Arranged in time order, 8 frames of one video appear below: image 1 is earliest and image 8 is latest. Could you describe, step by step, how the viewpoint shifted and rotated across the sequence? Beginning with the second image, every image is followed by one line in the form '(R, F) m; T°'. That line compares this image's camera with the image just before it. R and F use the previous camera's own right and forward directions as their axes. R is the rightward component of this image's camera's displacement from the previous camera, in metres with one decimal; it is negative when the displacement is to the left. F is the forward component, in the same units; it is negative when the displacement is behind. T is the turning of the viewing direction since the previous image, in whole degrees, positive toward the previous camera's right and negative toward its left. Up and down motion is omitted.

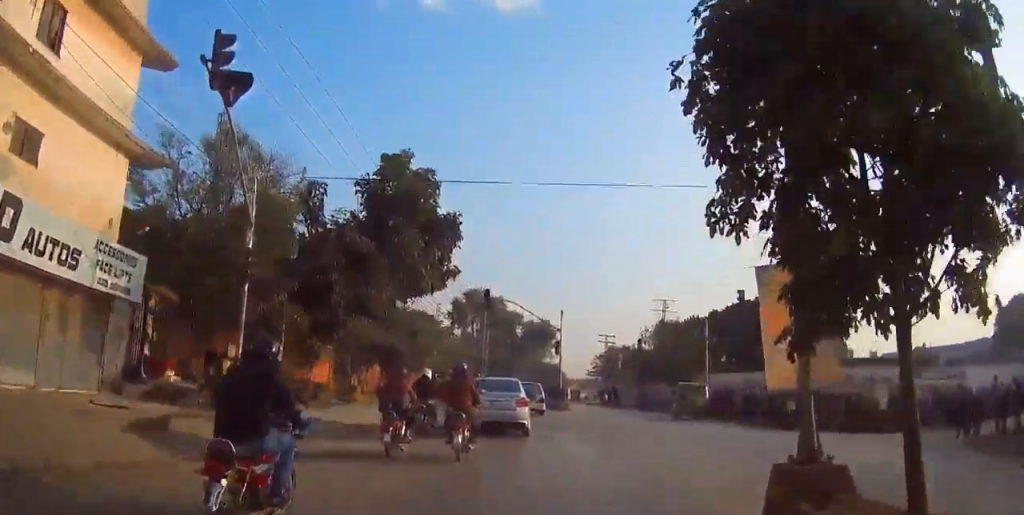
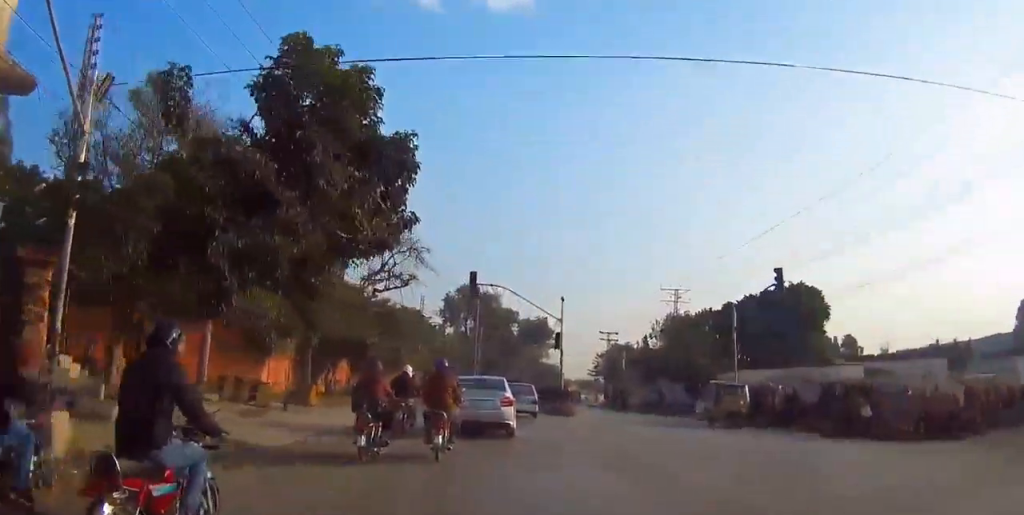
(+0.1, +5.9) m; +1°
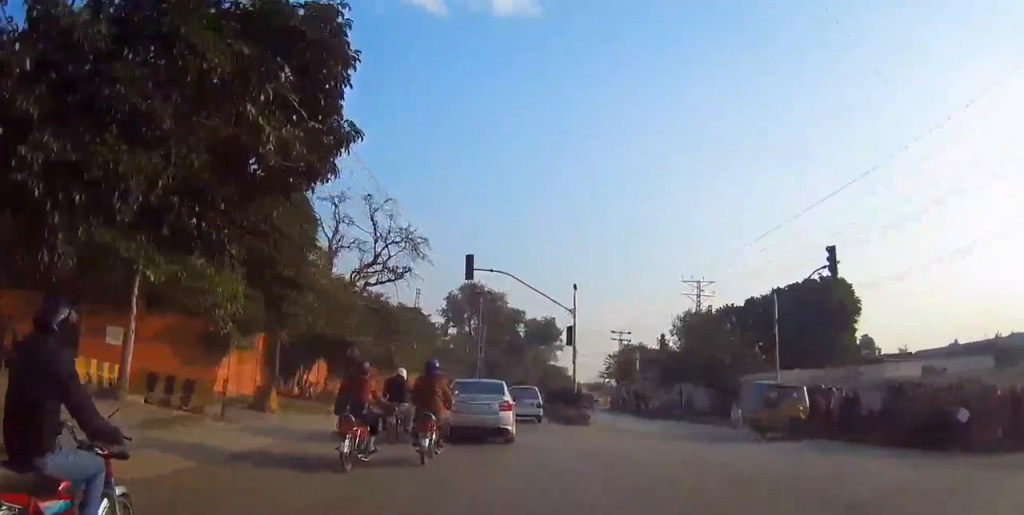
(-0.1, +4.7) m; 0°
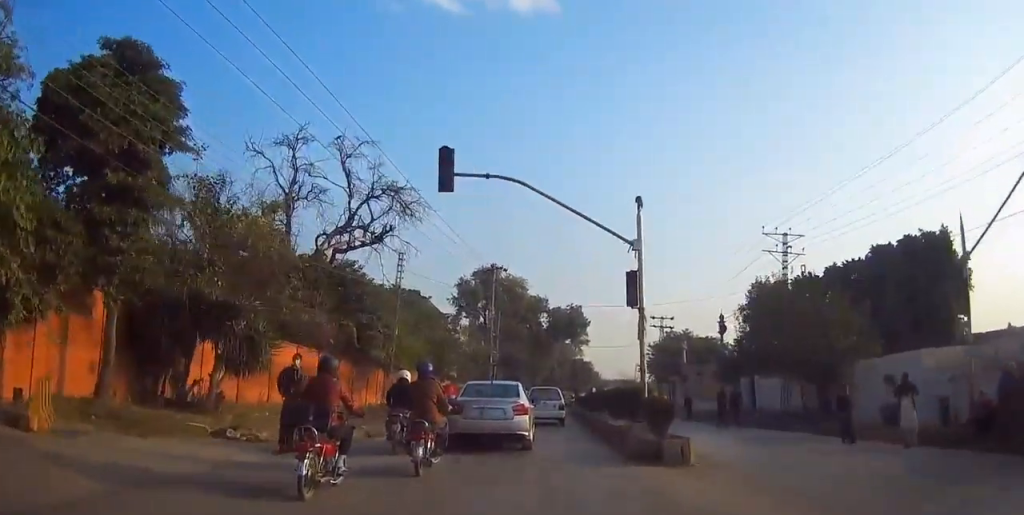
(+0.2, +12.3) m; -3°
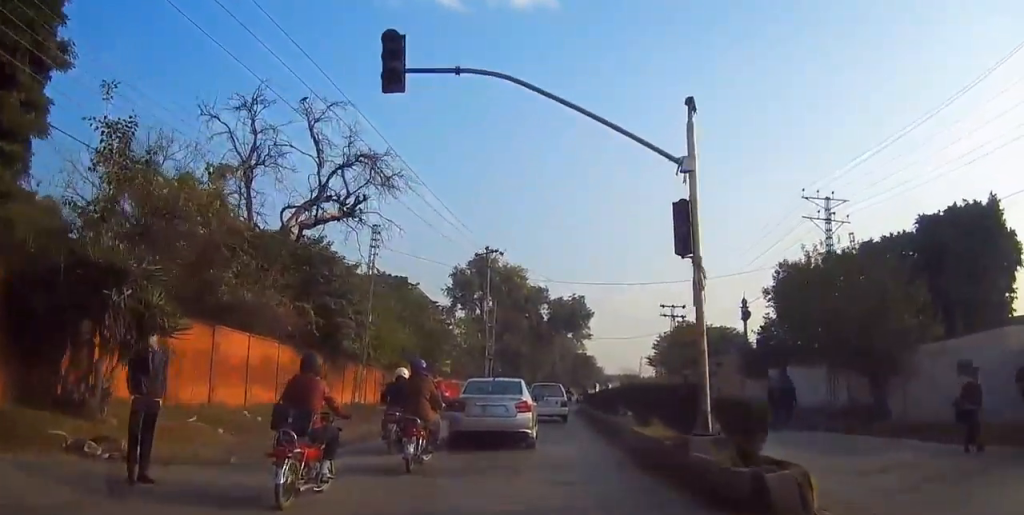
(-0.4, +5.1) m; -1°
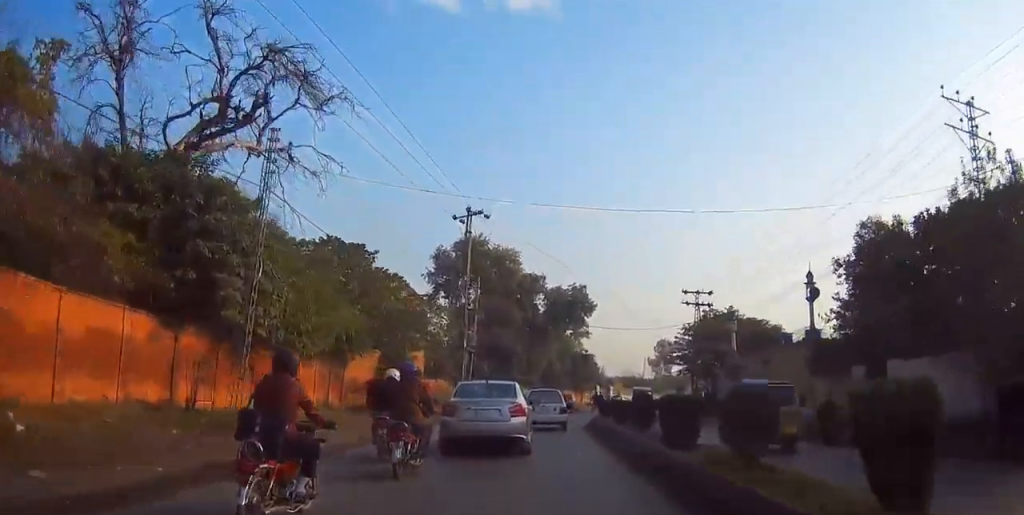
(-0.2, +10.8) m; 0°
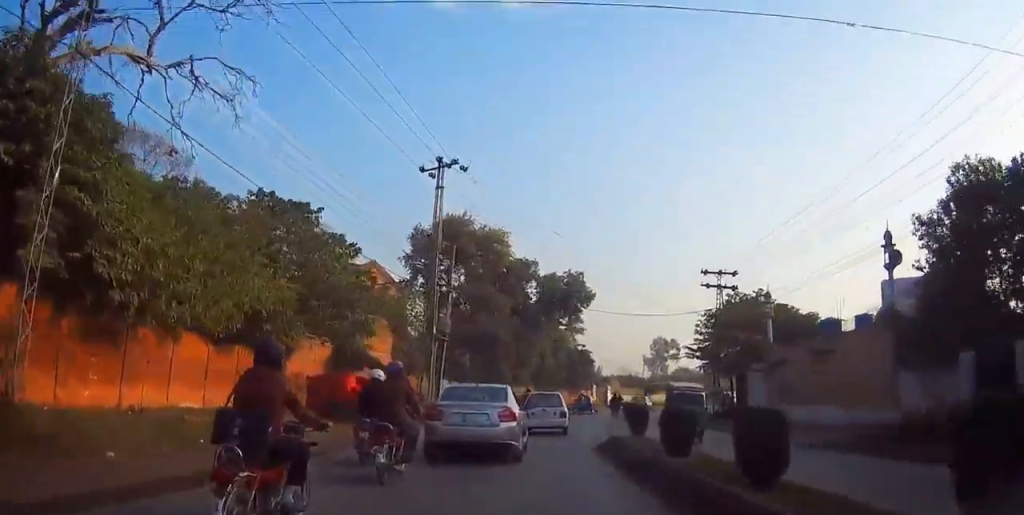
(+0.1, +8.4) m; +1°
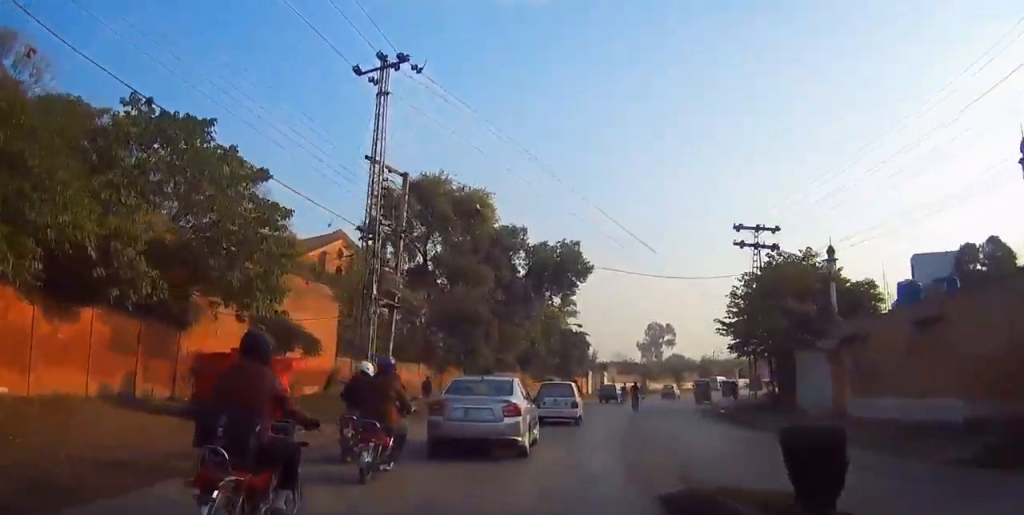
(+0.1, +9.1) m; +2°
